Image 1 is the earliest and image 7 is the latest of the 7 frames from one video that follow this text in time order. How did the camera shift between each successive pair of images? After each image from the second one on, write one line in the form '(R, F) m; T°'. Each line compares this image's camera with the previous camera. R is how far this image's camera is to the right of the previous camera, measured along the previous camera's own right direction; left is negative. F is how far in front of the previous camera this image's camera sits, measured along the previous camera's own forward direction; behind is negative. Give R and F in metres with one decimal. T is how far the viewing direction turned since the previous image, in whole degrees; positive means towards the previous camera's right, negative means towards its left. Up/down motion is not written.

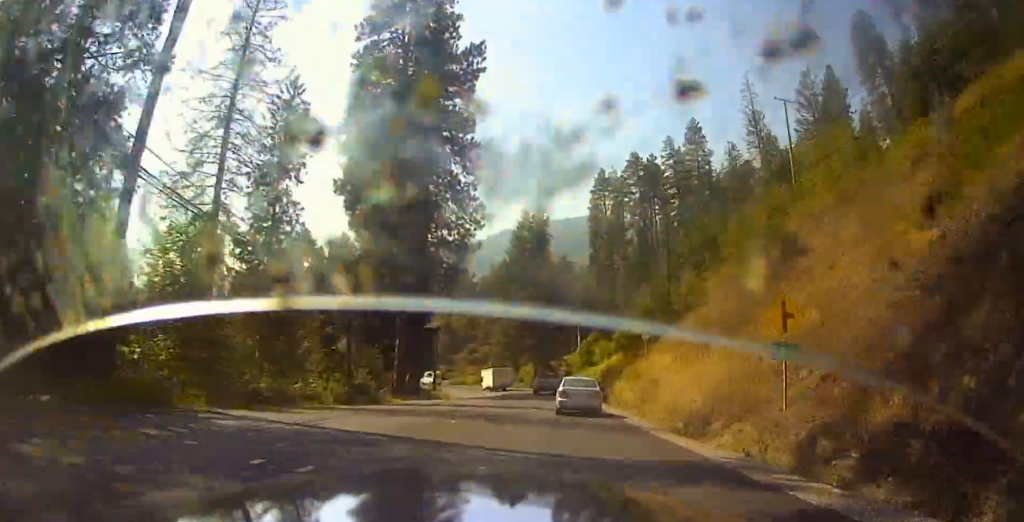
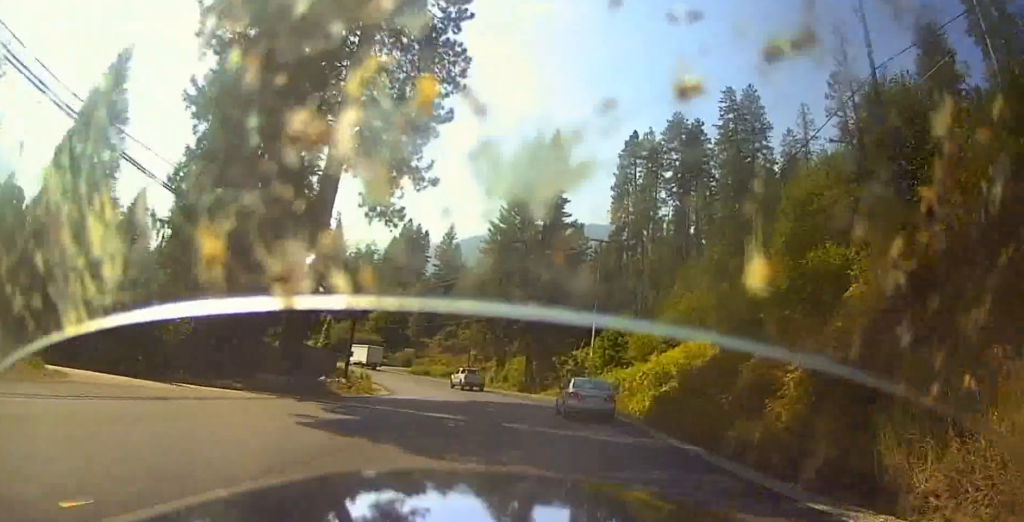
(-4.5, +32.9) m; -16°
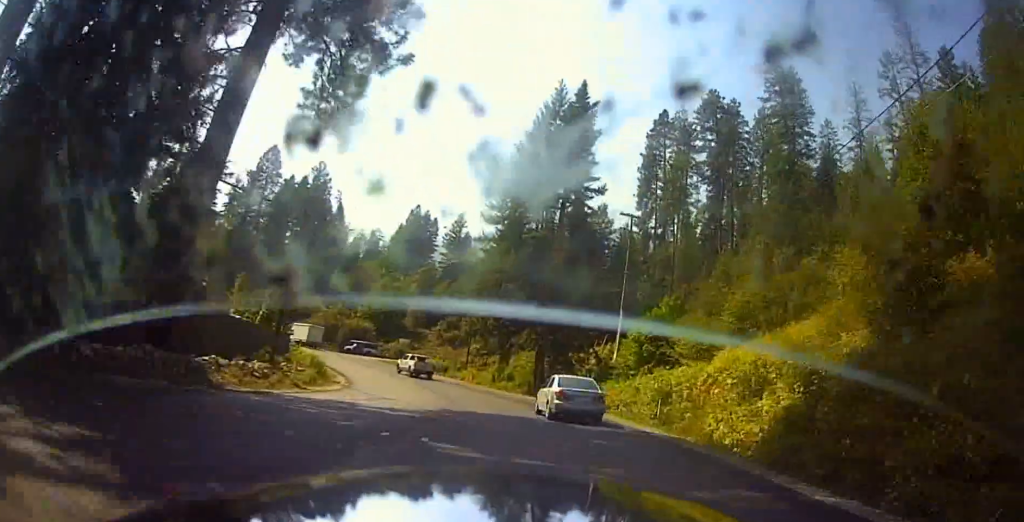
(-0.8, +13.3) m; -7°
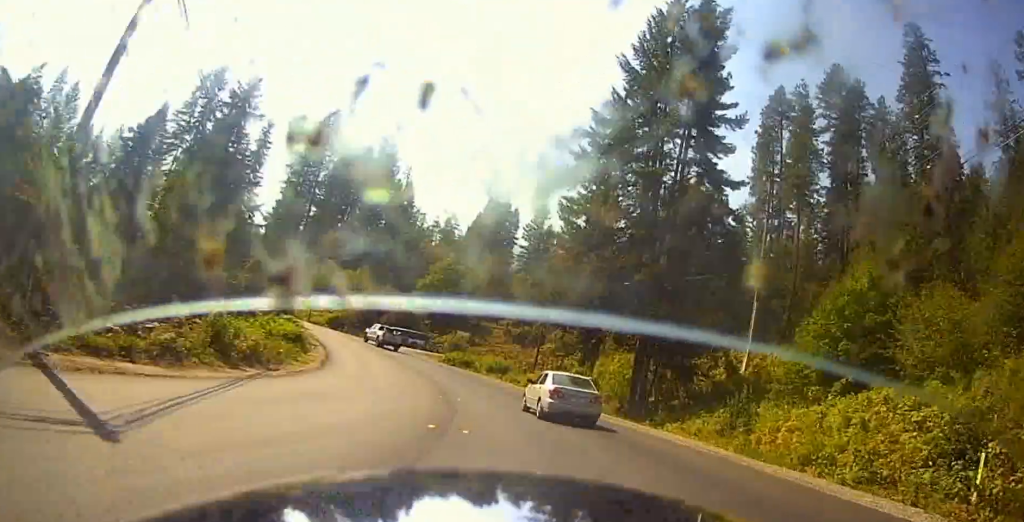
(-2.4, +19.0) m; -14°
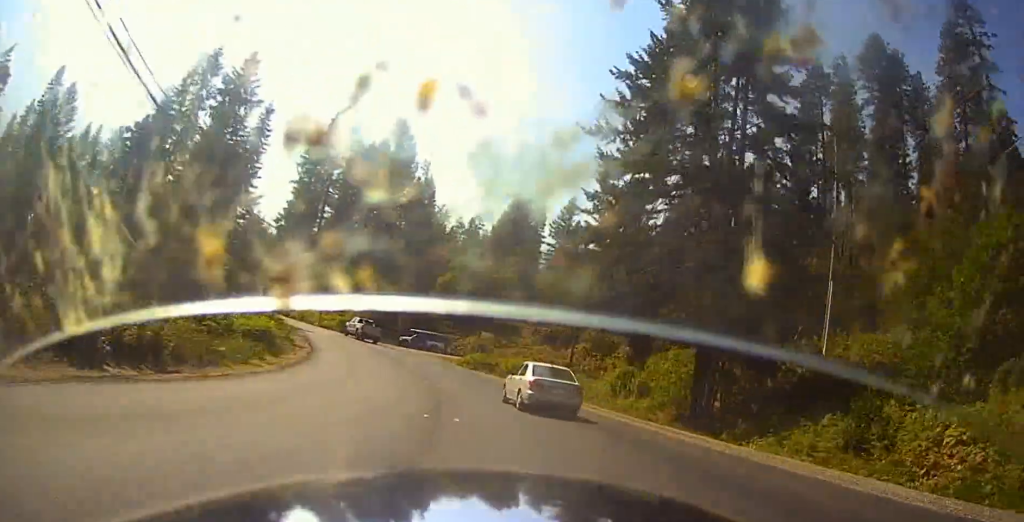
(-0.5, +8.8) m; -4°
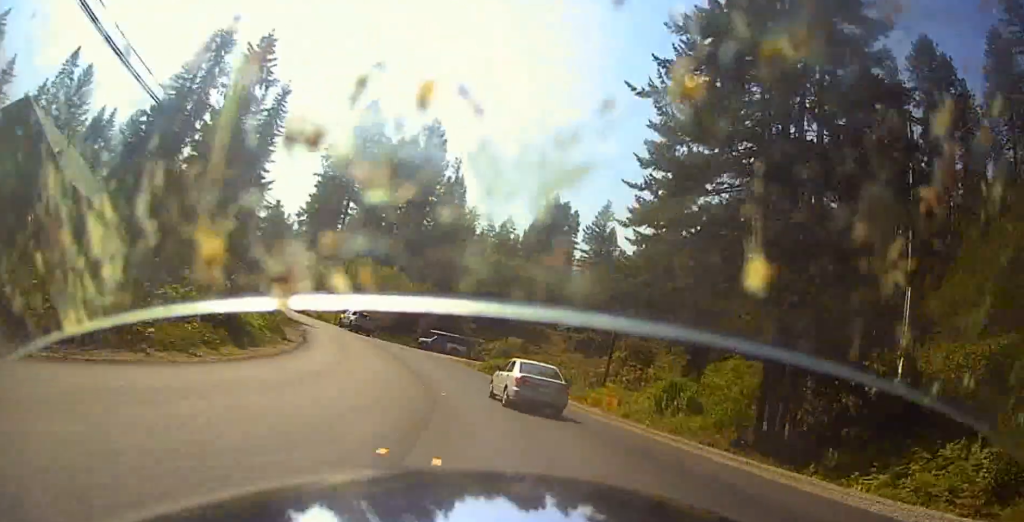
(0.0, +6.4) m; 0°
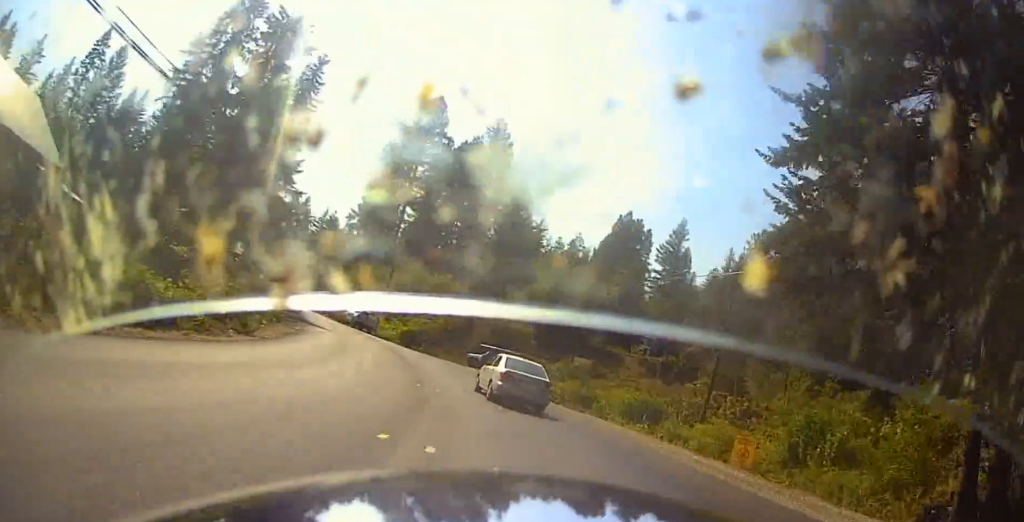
(0.0, +11.8) m; -3°
